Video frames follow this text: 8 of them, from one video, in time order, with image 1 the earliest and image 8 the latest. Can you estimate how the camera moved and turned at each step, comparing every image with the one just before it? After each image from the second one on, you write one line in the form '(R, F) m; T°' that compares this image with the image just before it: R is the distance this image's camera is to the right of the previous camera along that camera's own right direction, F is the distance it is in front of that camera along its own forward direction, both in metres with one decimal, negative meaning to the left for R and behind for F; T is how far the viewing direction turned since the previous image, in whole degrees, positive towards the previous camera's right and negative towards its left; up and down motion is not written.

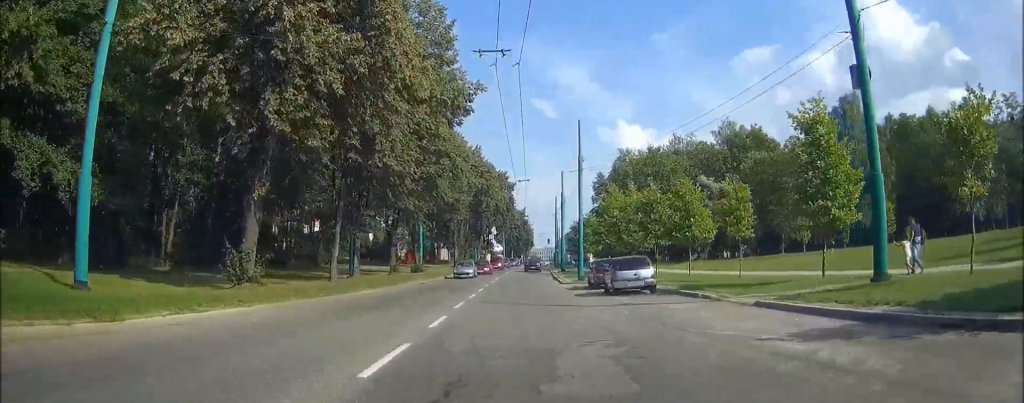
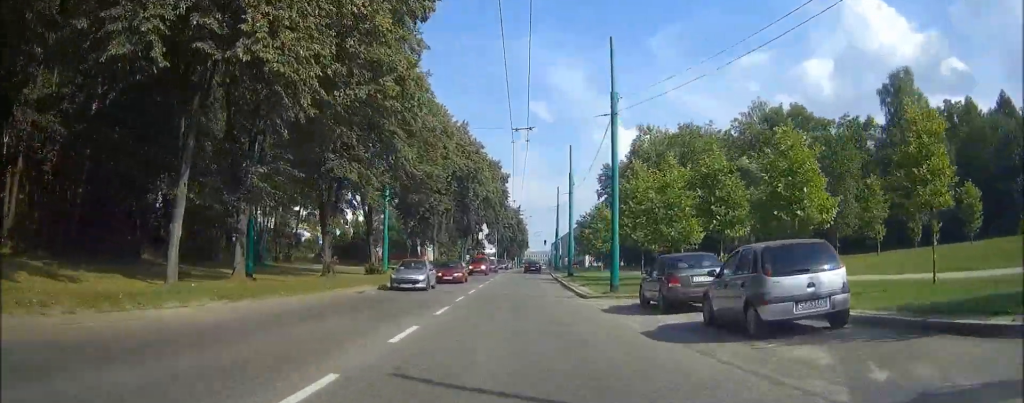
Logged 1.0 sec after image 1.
(+0.1, +15.6) m; 0°
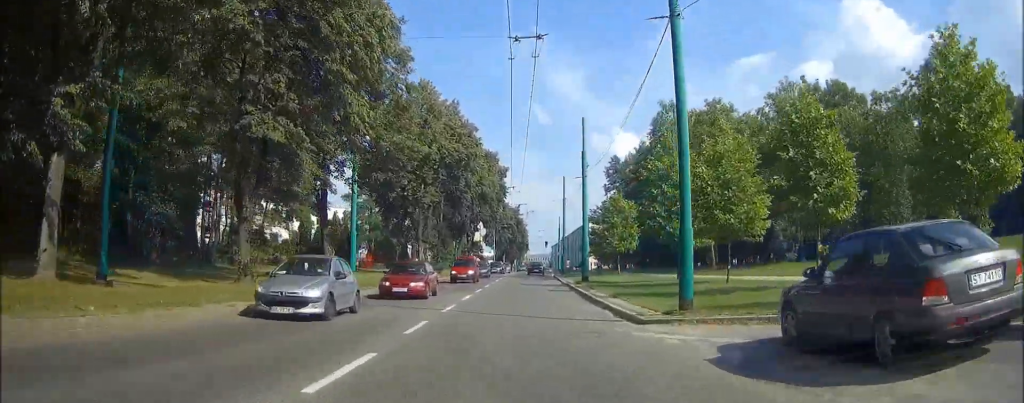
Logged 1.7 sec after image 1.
(0.0, +10.4) m; 0°
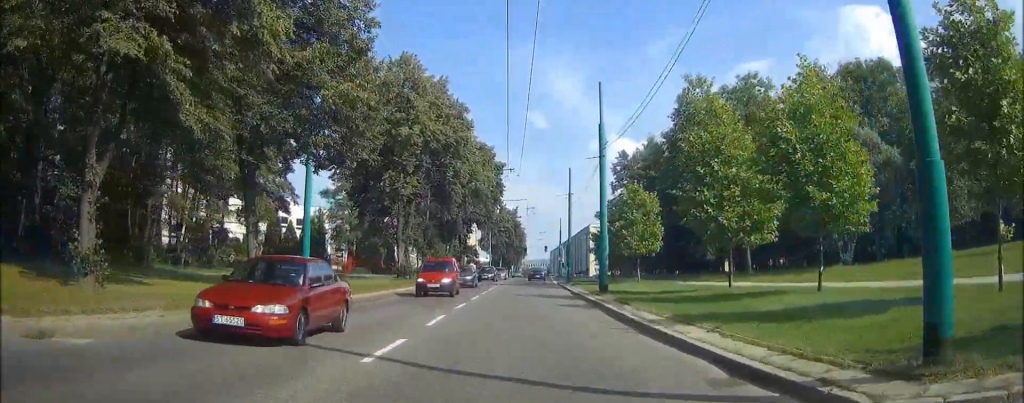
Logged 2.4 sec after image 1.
(0.0, +9.2) m; 0°
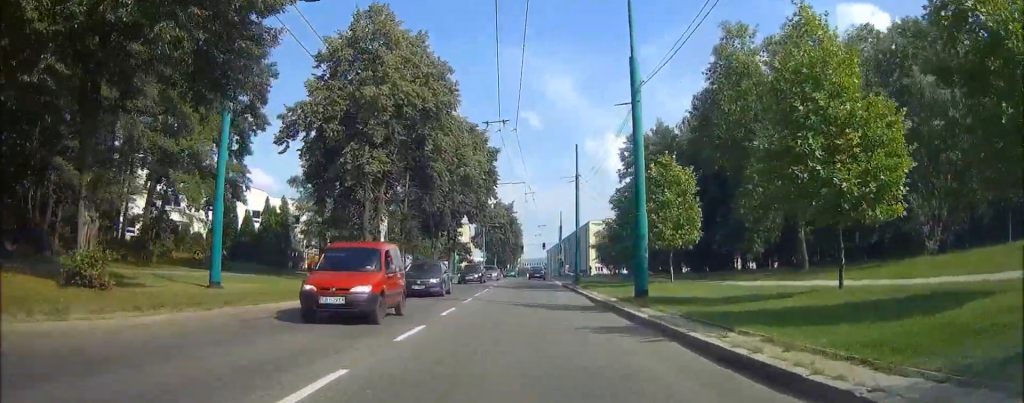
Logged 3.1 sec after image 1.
(0.0, +9.9) m; 0°
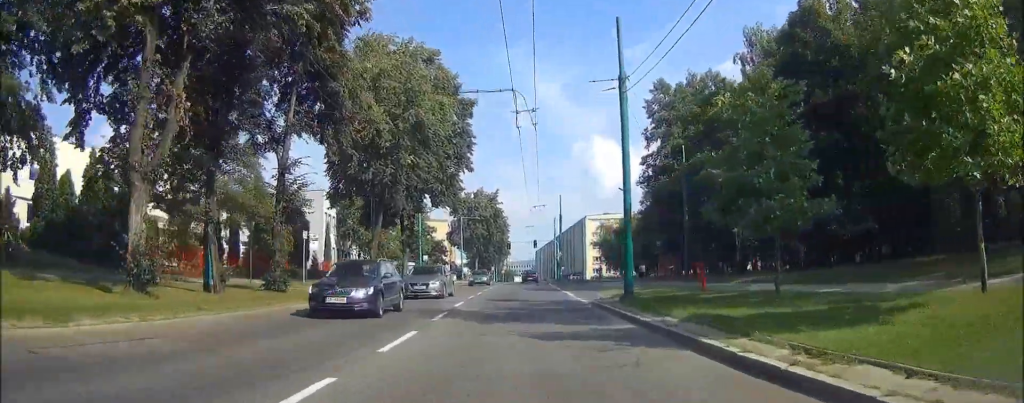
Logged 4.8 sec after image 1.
(+0.2, +24.2) m; +2°
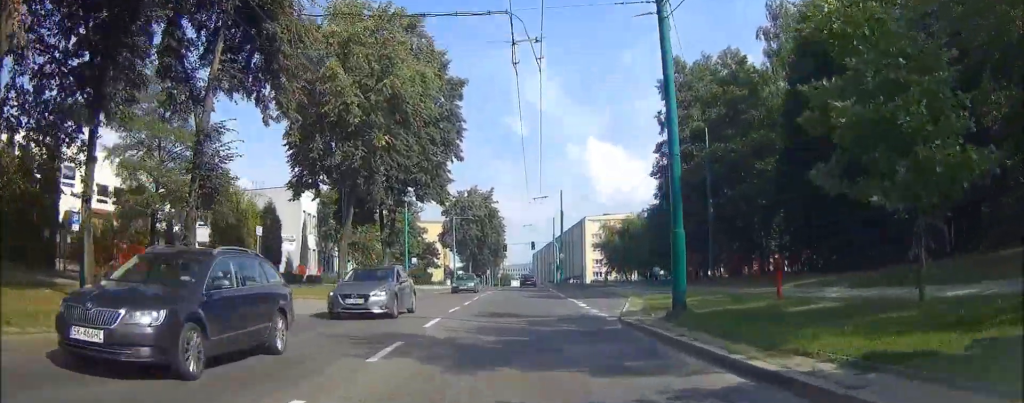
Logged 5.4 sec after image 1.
(+0.1, +7.1) m; +1°
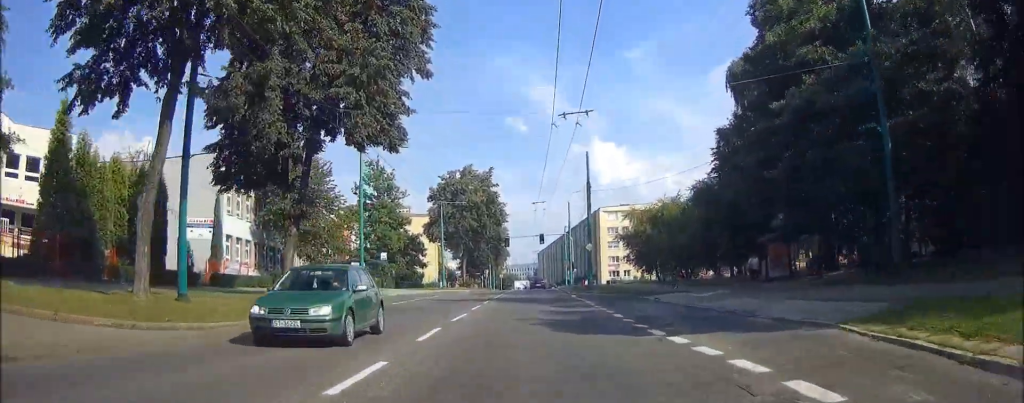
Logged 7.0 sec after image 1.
(0.0, +20.6) m; 0°
